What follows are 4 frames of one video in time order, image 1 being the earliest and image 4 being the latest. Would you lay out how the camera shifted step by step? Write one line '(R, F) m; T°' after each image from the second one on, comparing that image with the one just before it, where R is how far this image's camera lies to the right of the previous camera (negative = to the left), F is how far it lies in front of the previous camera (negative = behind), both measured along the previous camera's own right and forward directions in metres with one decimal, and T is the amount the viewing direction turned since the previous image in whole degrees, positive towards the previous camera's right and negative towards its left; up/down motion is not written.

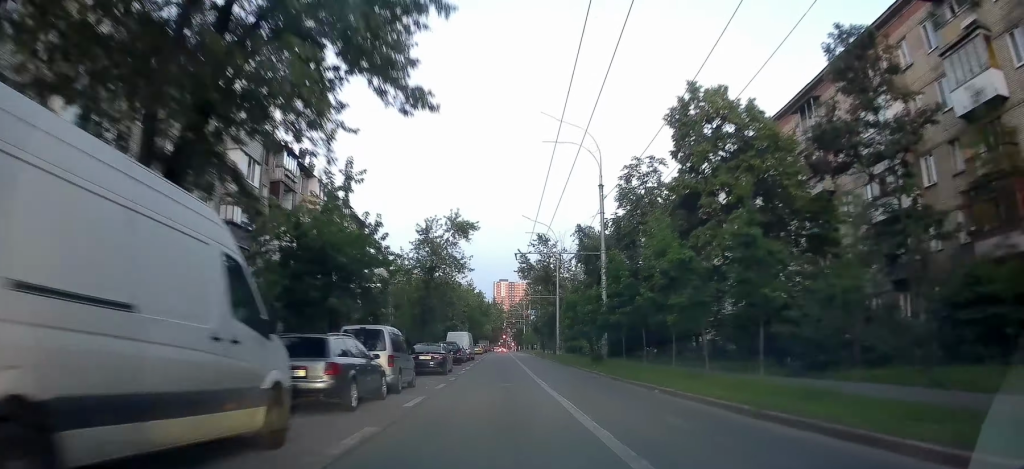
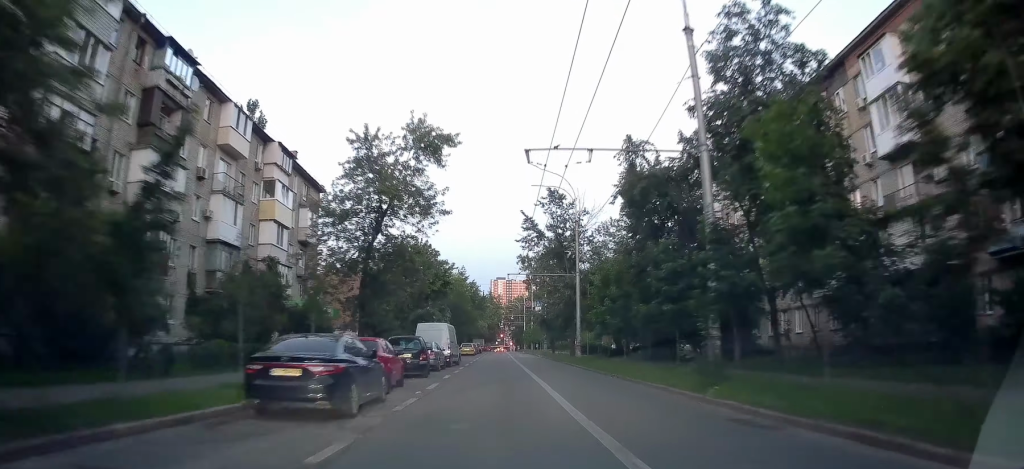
(+0.2, +17.1) m; +1°
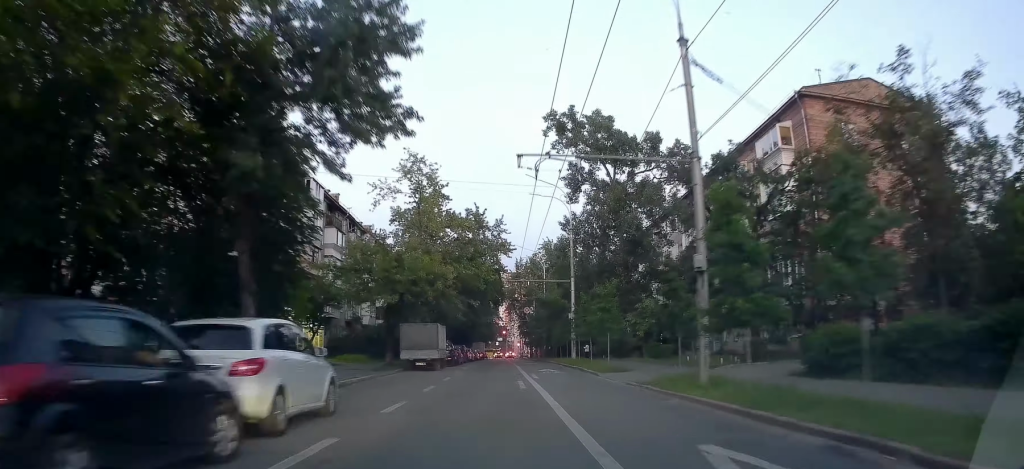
(+0.8, +86.6) m; 0°
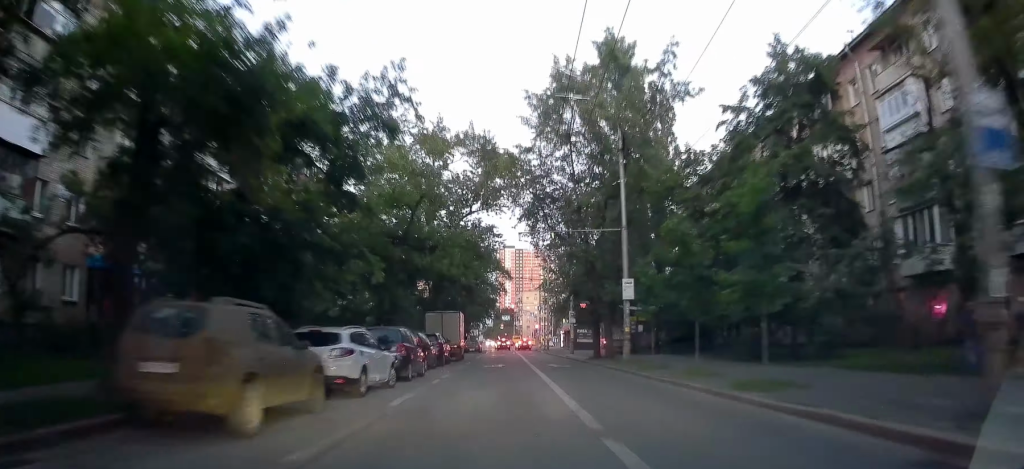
(+0.9, +70.4) m; -1°
